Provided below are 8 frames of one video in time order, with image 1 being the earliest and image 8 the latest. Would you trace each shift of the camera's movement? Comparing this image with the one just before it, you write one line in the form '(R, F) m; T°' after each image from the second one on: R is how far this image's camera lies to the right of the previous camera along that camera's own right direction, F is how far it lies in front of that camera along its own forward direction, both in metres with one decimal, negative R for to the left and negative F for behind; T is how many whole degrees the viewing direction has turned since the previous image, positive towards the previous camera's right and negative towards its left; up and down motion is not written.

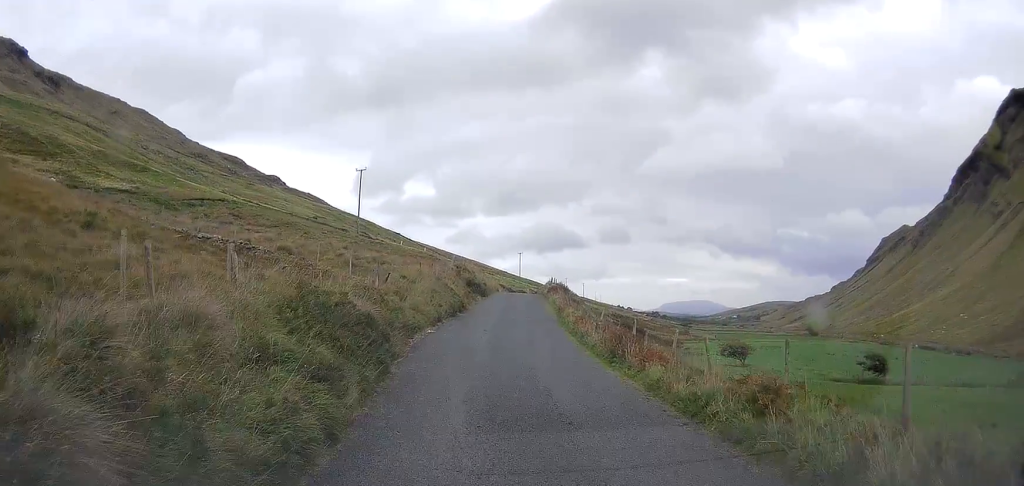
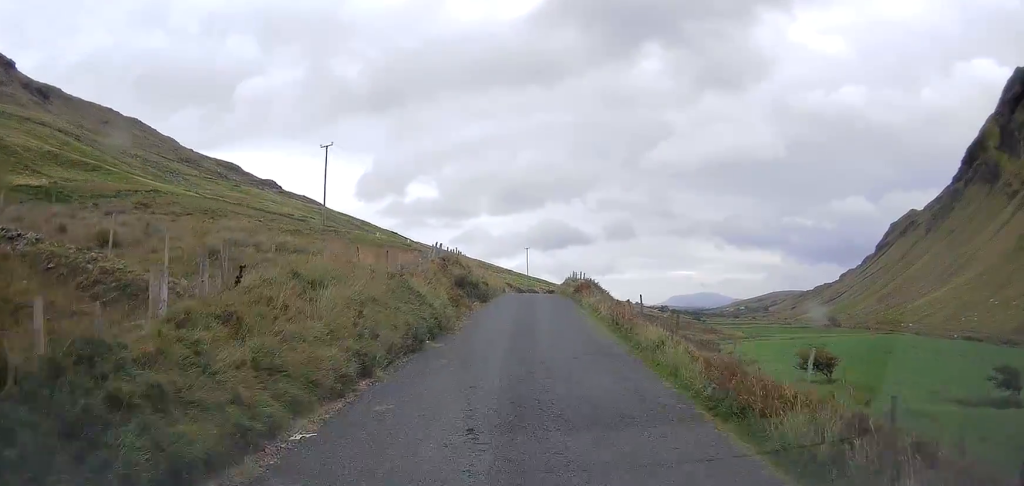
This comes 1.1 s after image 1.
(-0.5, +16.7) m; -3°
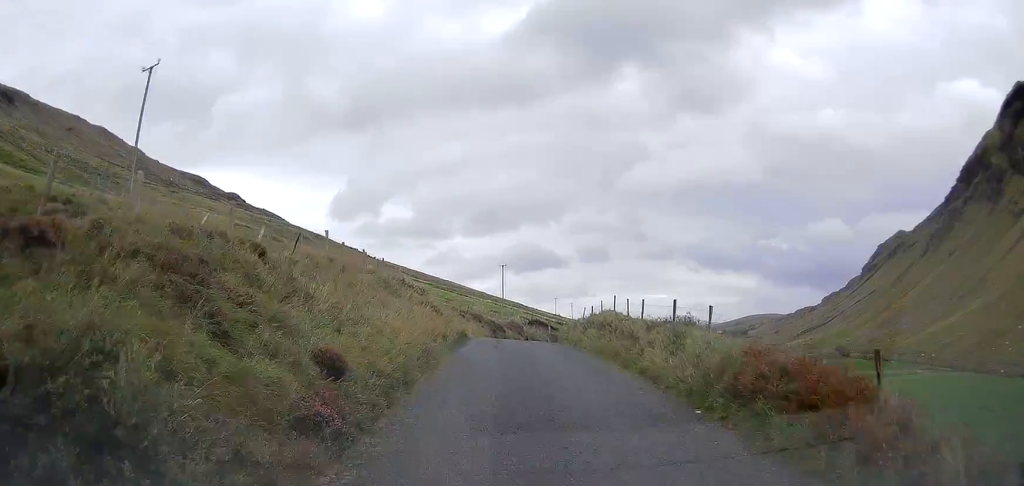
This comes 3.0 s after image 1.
(+0.1, +30.8) m; +1°
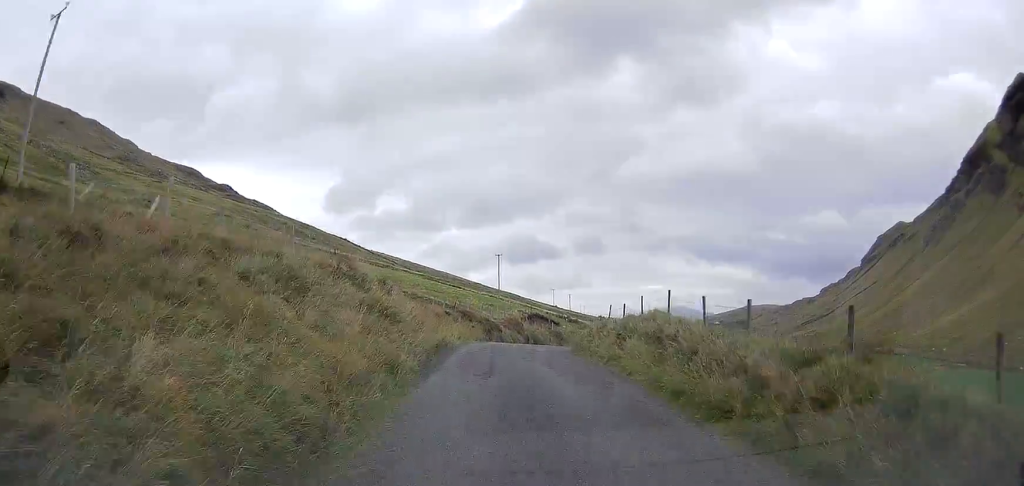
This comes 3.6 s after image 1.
(+0.2, +8.9) m; +1°
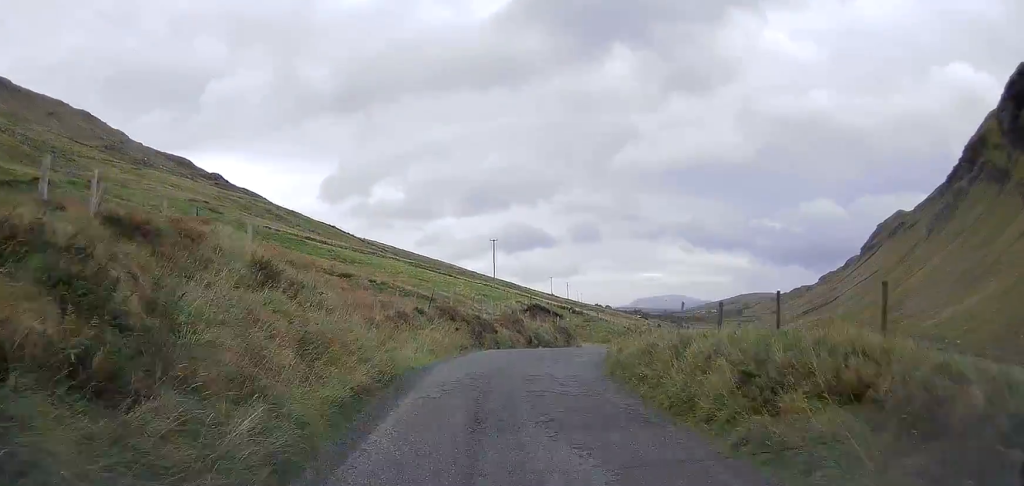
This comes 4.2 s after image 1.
(-0.3, +10.3) m; +1°
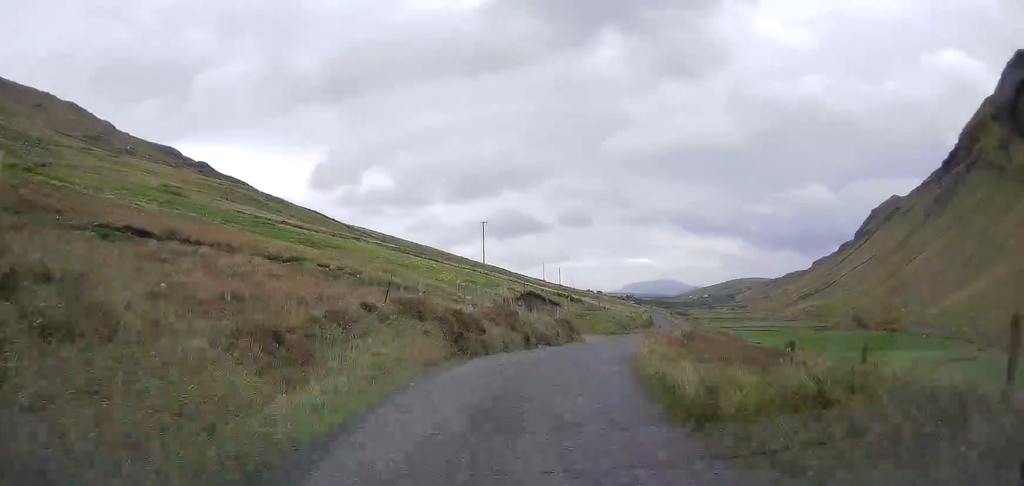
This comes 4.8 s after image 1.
(+0.1, +8.1) m; +2°
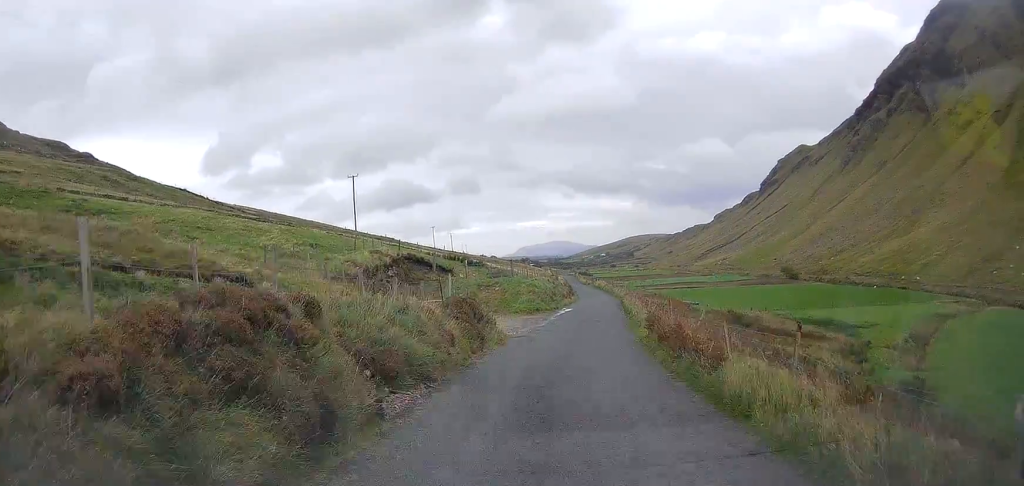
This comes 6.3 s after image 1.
(+1.2, +23.2) m; +7°
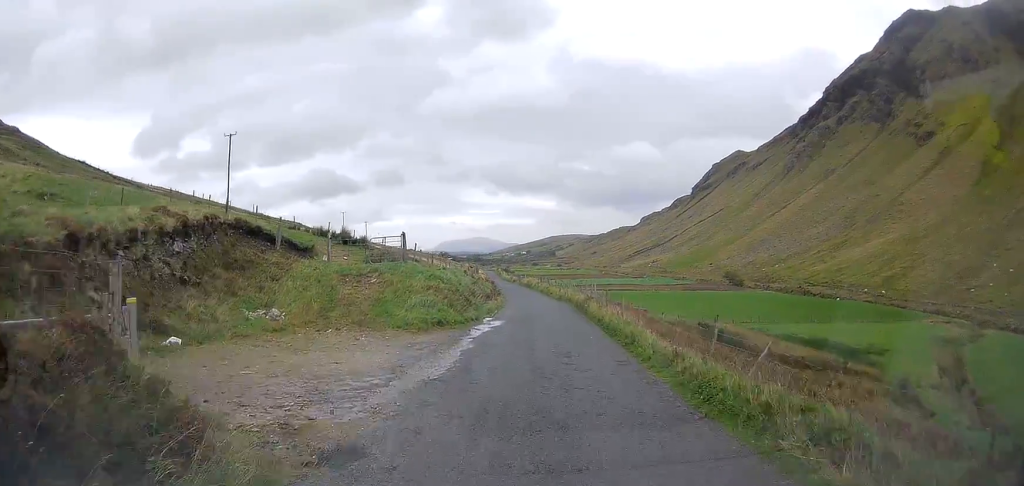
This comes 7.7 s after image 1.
(+1.3, +18.7) m; +8°
